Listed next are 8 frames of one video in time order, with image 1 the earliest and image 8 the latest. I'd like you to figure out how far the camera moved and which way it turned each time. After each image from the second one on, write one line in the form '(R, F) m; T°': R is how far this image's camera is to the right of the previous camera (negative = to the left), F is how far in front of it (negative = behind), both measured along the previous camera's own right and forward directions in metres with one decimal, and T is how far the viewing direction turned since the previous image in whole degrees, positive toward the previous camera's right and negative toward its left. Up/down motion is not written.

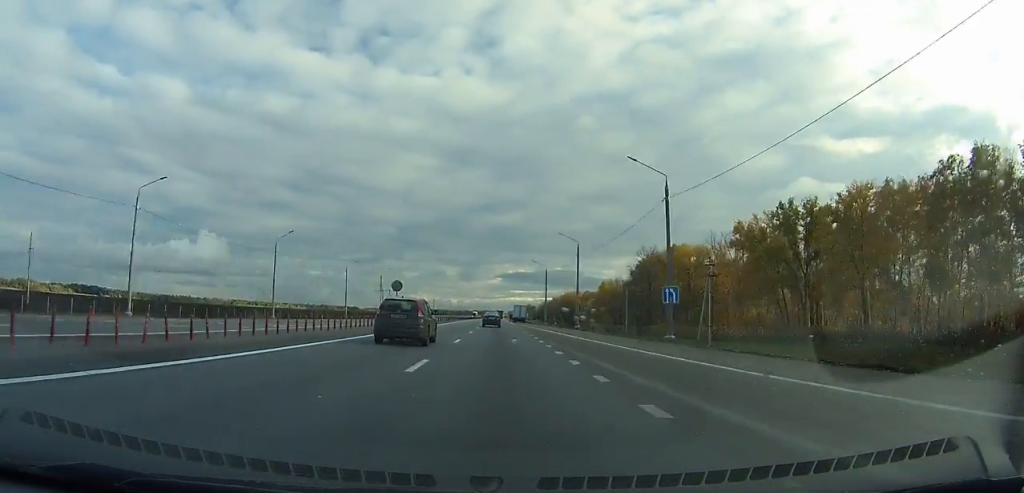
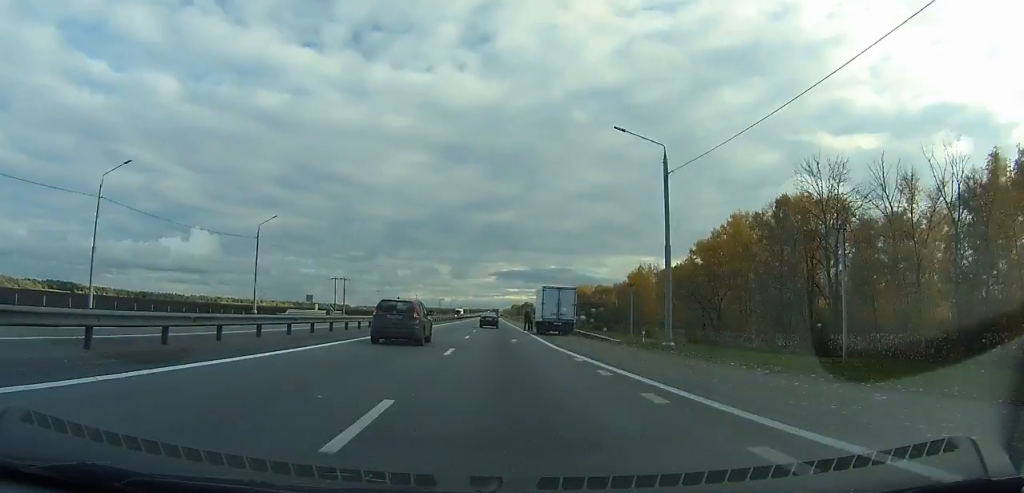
(-0.4, +66.8) m; 0°
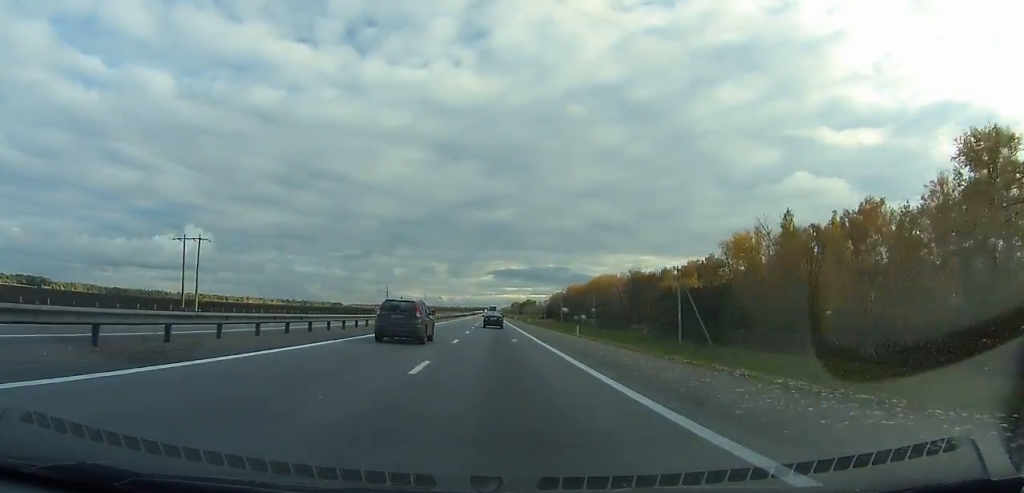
(-0.1, +89.7) m; 0°
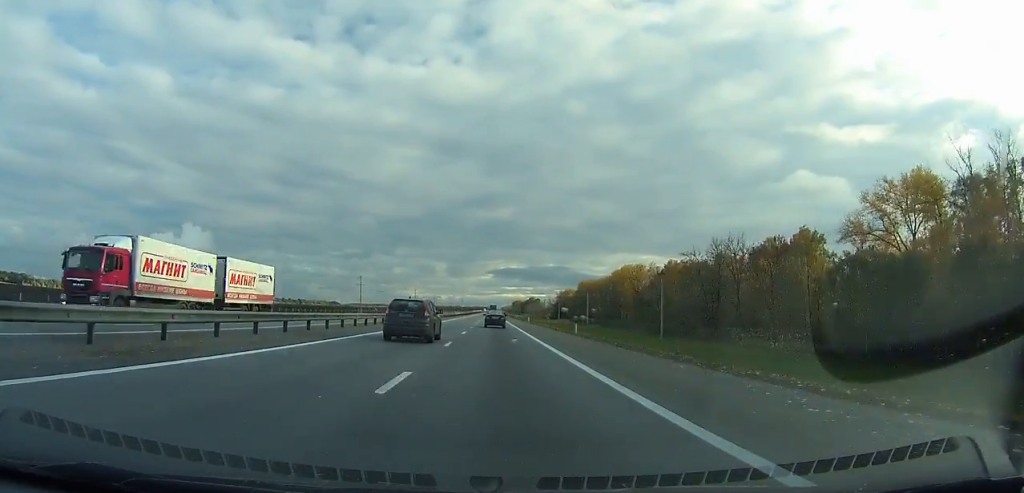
(+0.1, +50.8) m; 0°
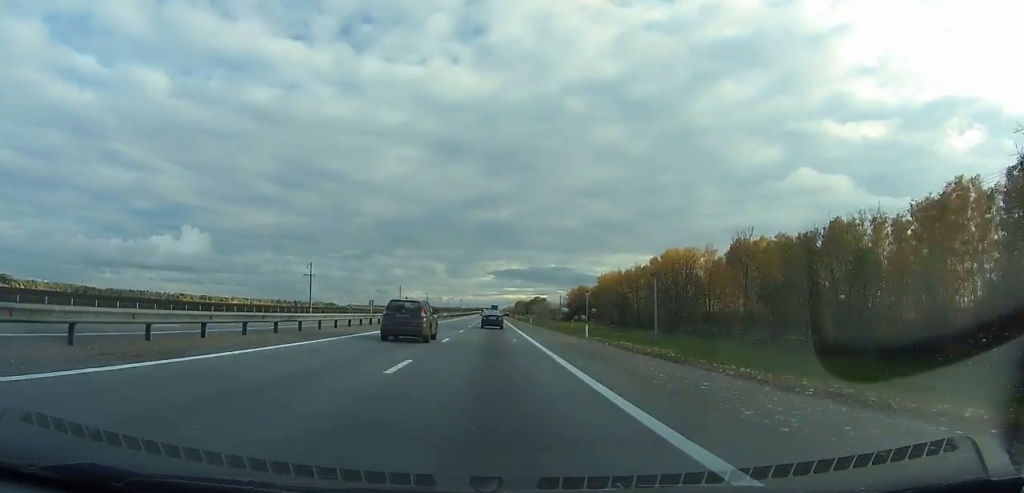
(0.0, +56.5) m; 0°
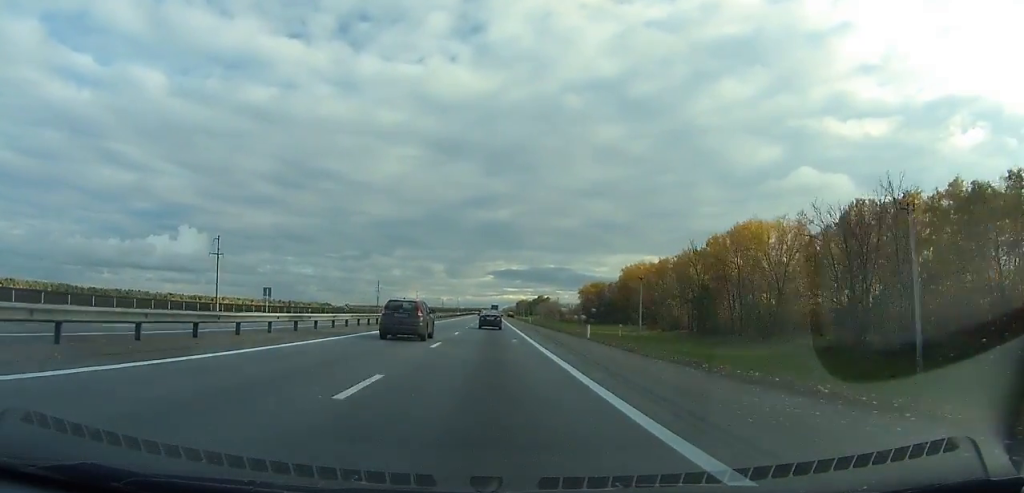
(-0.1, +50.9) m; 0°
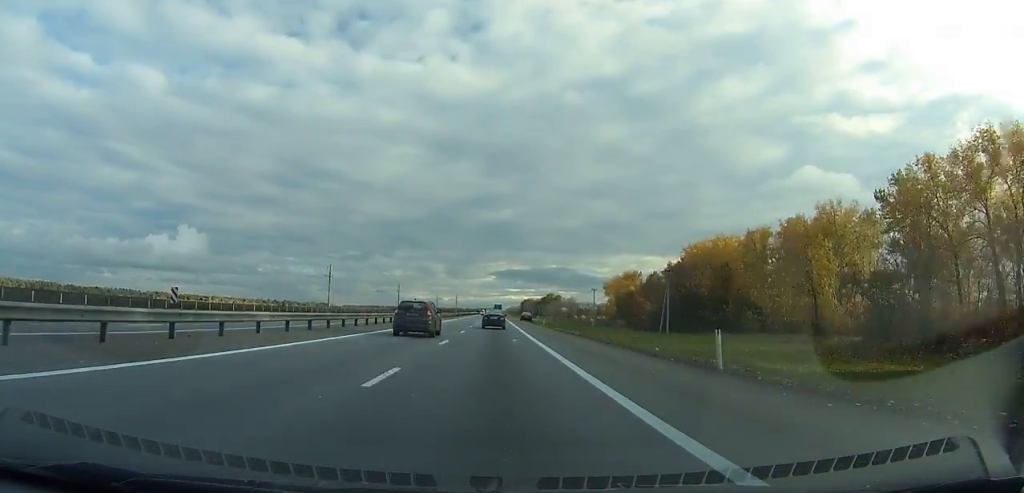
(-0.1, +70.6) m; 0°
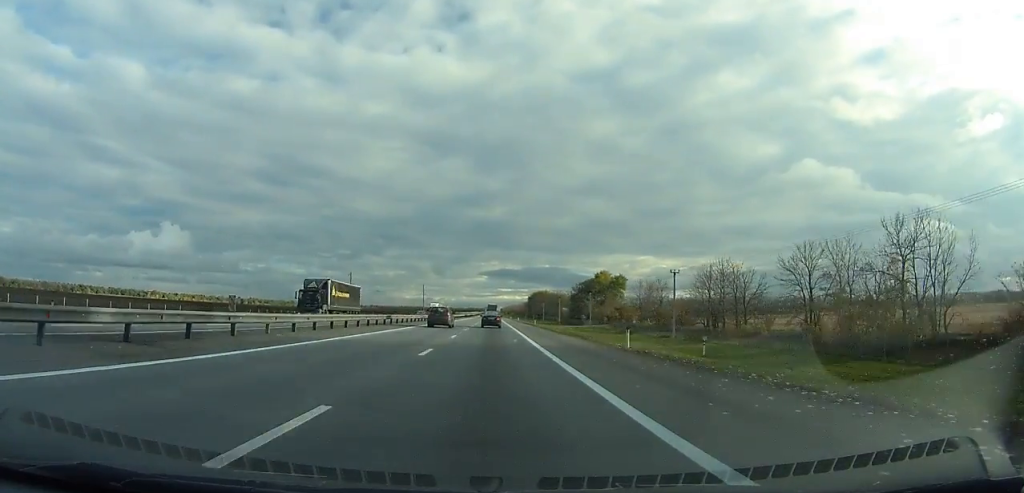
(+0.8, +244.7) m; 0°
